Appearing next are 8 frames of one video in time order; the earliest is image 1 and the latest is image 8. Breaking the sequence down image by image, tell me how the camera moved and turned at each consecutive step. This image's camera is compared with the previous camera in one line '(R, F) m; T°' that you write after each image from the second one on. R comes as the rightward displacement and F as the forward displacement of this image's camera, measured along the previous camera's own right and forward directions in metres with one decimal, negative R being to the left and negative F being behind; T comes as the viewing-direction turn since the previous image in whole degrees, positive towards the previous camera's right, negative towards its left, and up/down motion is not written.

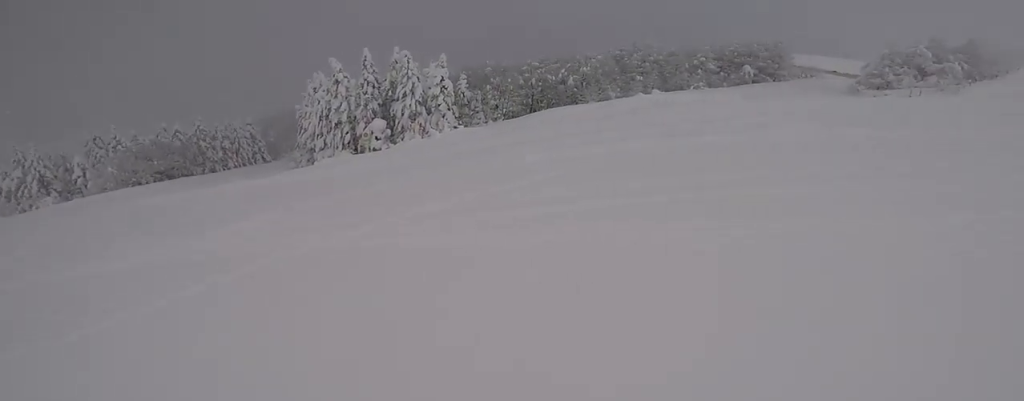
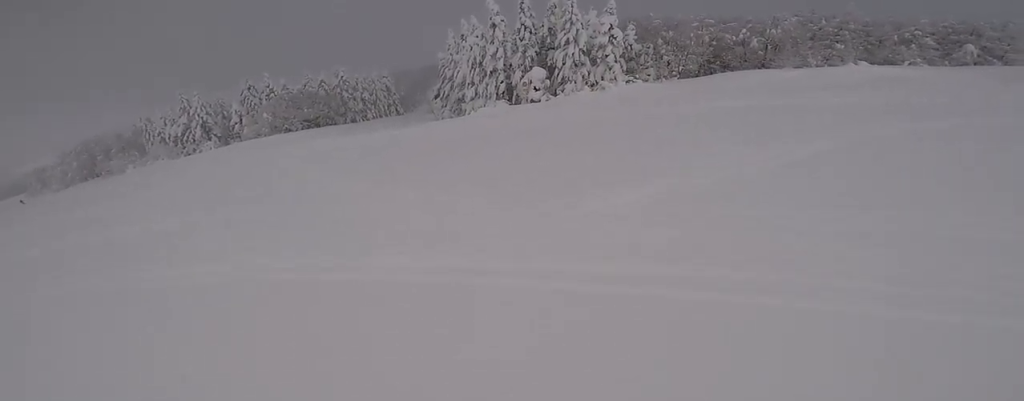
(+1.1, +7.2) m; +15°
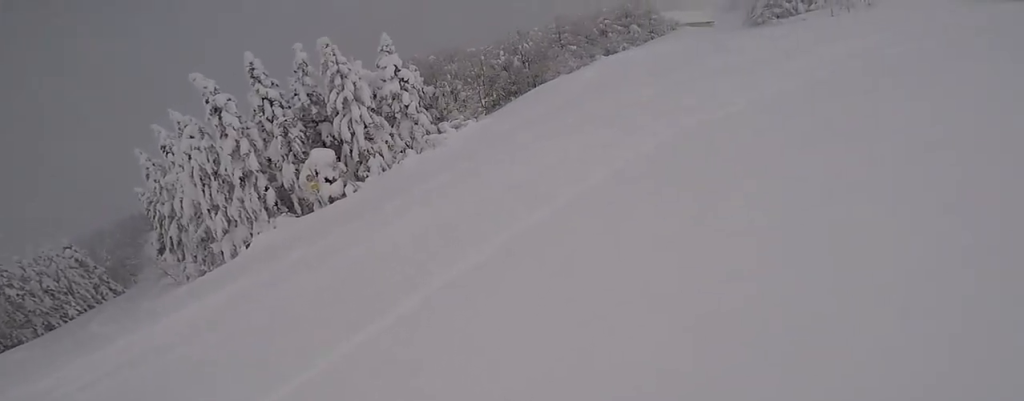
(+3.7, +9.9) m; +45°
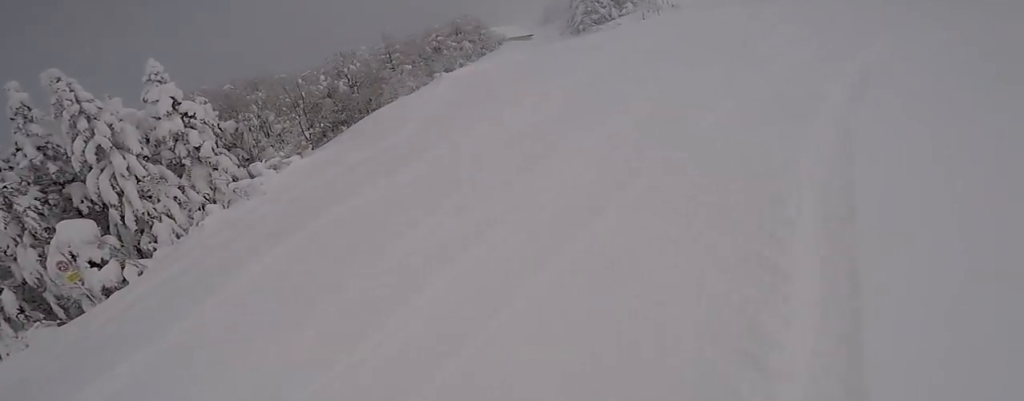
(+0.5, +3.3) m; +21°
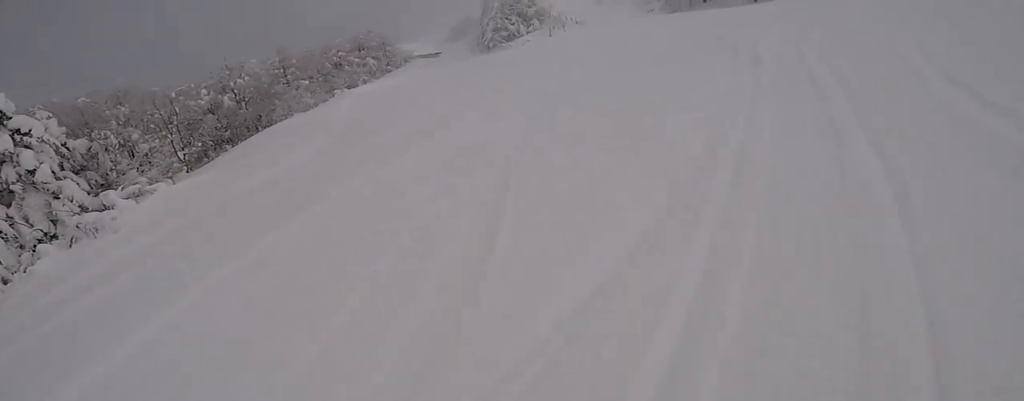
(+0.2, +2.1) m; +10°
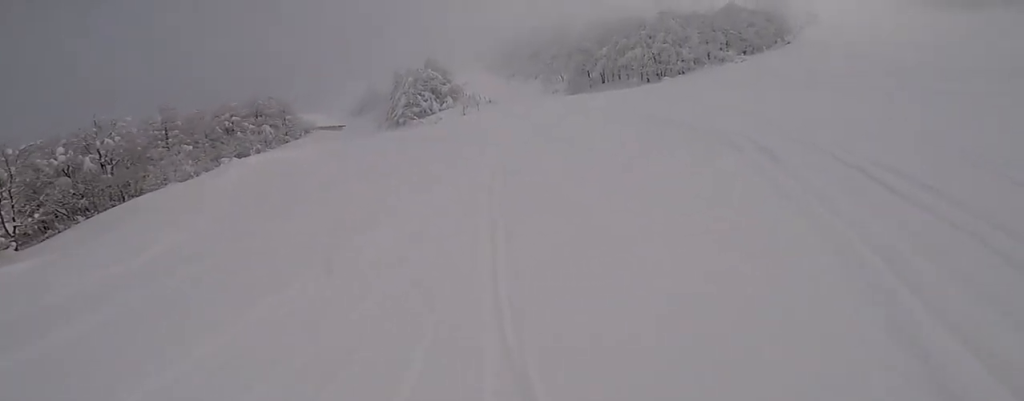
(+1.1, +2.4) m; -2°
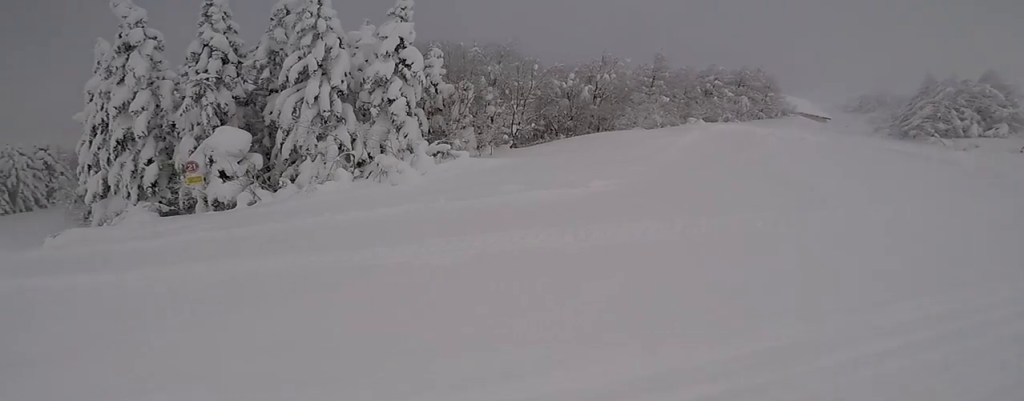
(-1.9, +2.3) m; -59°
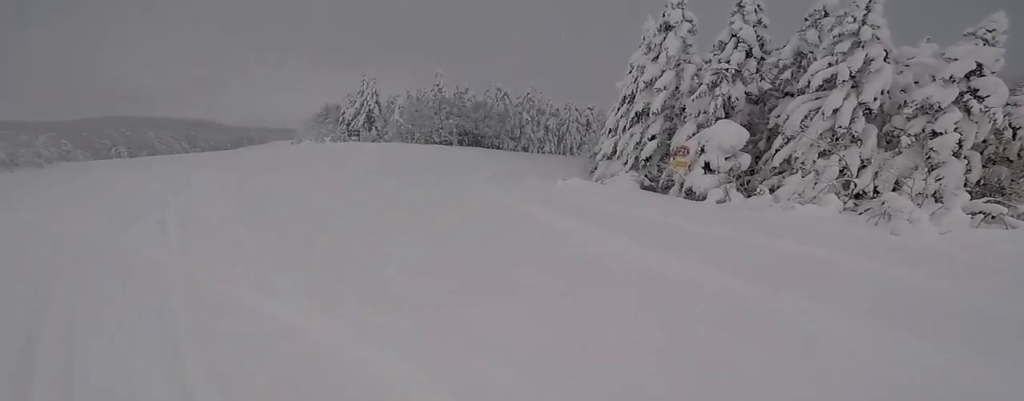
(-0.2, +1.5) m; -31°
